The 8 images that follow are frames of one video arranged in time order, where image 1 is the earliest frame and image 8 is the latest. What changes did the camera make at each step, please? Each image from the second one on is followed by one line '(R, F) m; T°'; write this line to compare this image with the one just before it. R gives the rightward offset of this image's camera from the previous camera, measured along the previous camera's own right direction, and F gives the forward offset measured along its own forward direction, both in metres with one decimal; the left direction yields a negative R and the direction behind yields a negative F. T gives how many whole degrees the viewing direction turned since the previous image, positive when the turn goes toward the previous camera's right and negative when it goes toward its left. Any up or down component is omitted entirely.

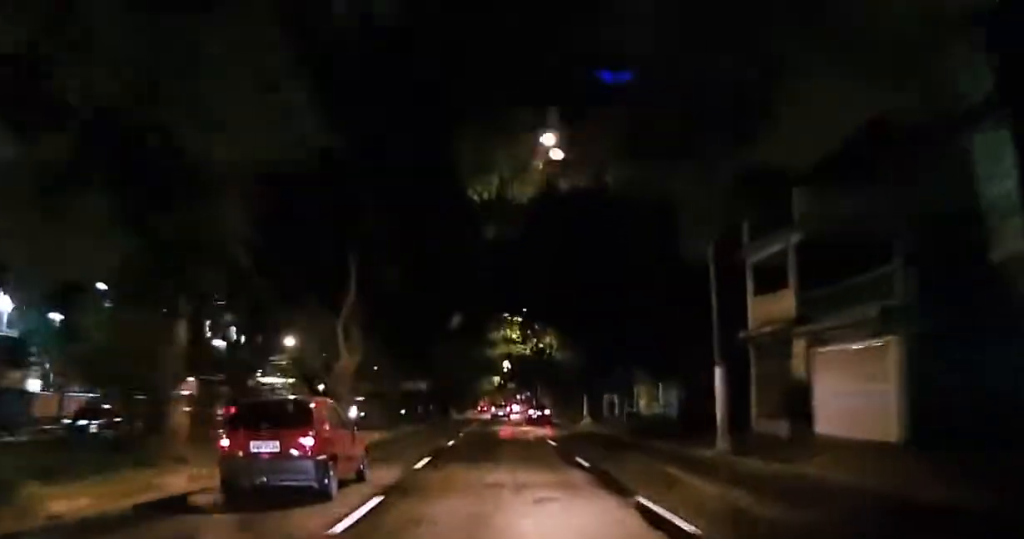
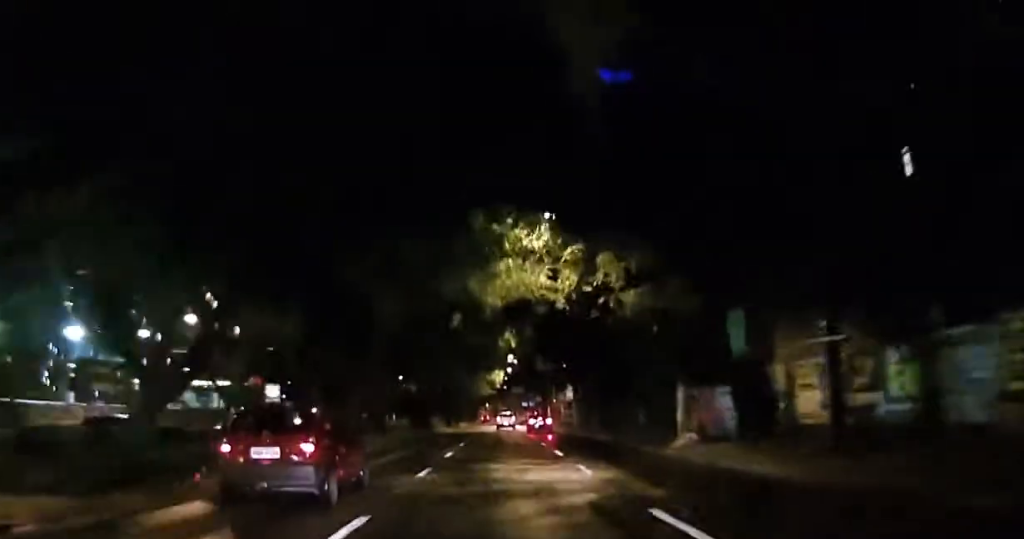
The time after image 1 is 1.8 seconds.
(+0.4, +24.2) m; +2°
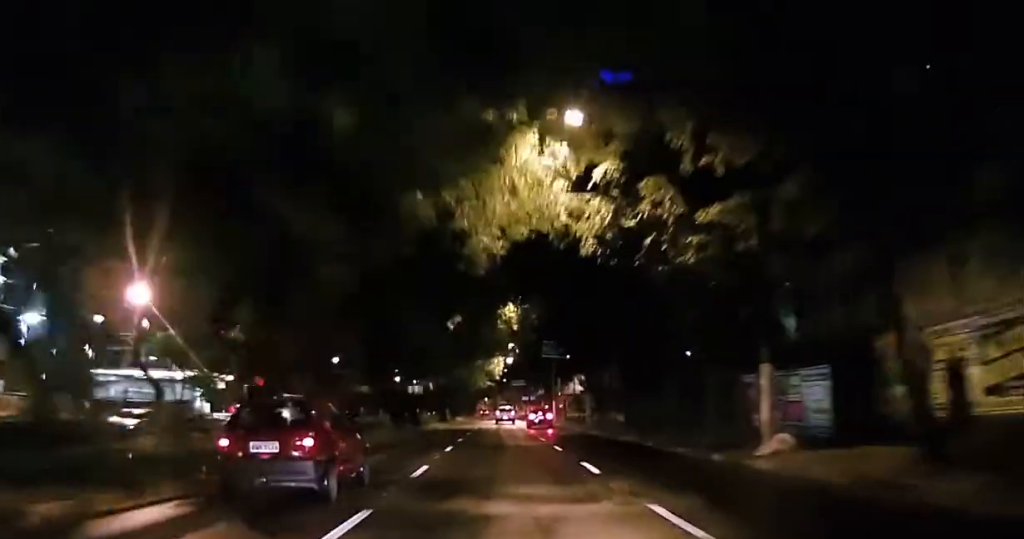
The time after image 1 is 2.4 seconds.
(+0.3, +7.7) m; -1°
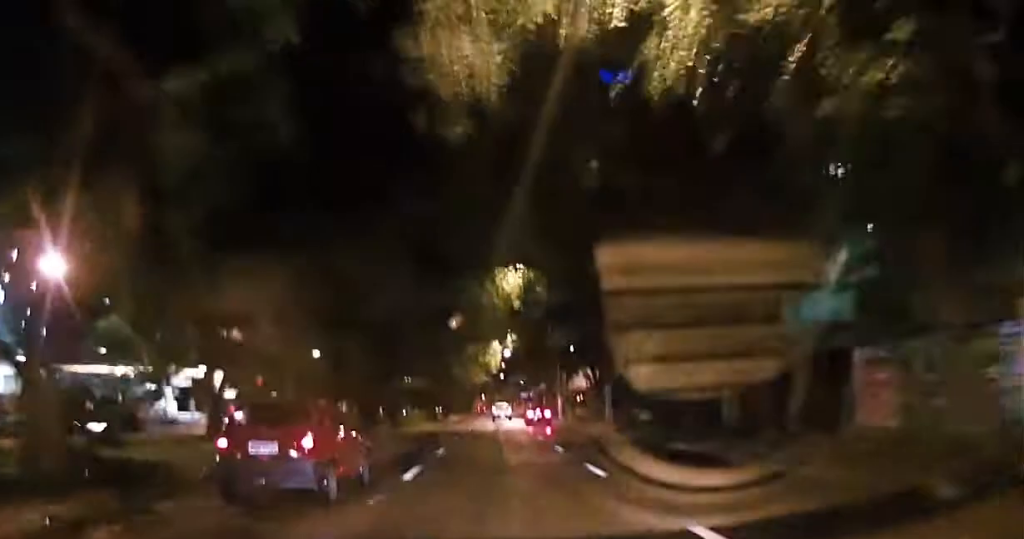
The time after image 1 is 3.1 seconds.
(-0.3, +9.2) m; -1°
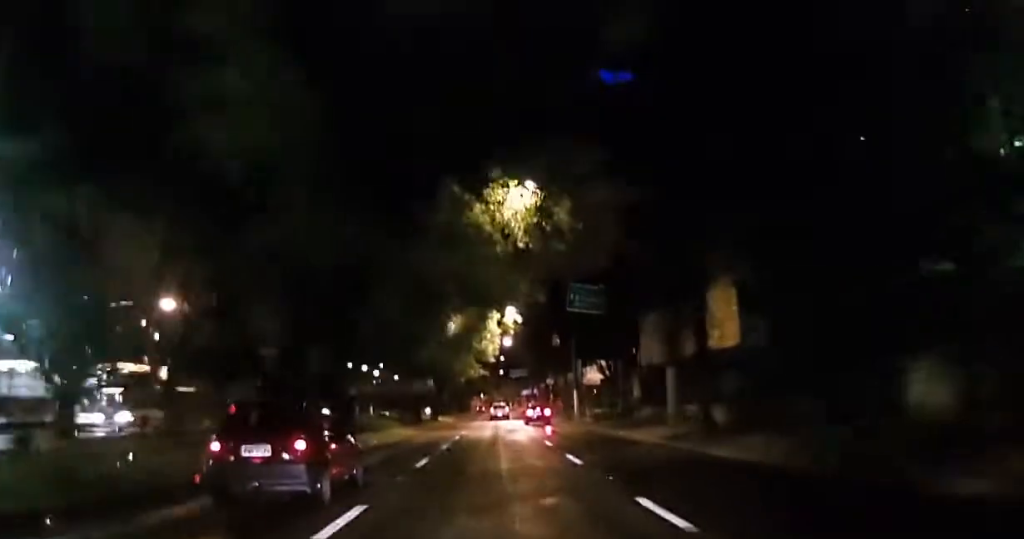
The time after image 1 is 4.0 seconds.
(-0.2, +13.8) m; 0°
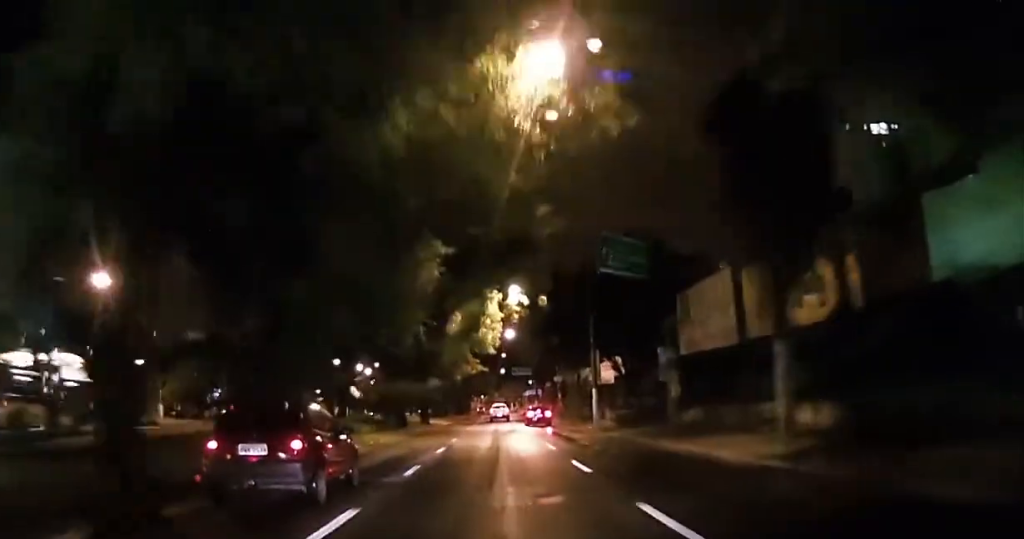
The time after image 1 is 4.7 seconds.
(+0.1, +9.8) m; +1°
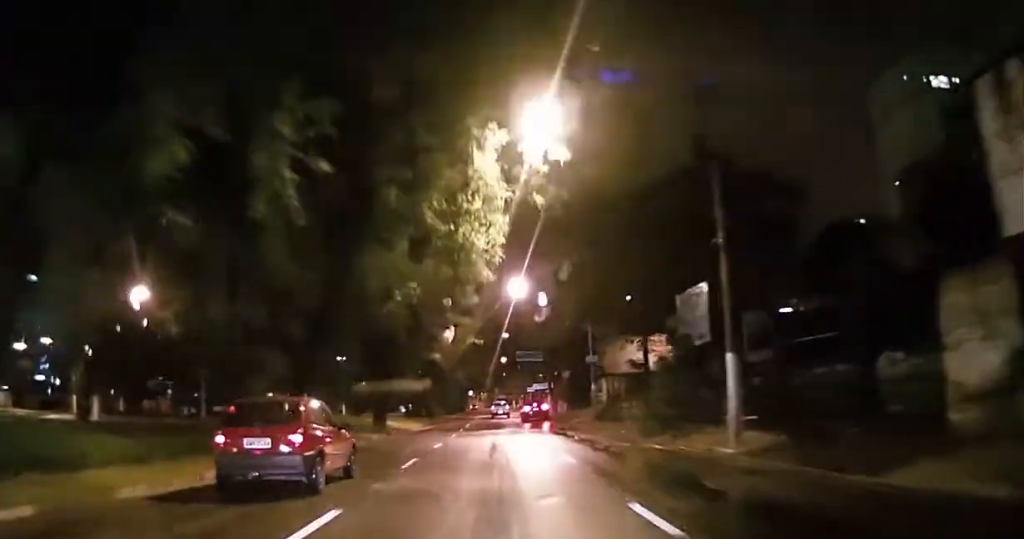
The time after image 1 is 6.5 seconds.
(0.0, +26.4) m; -3°
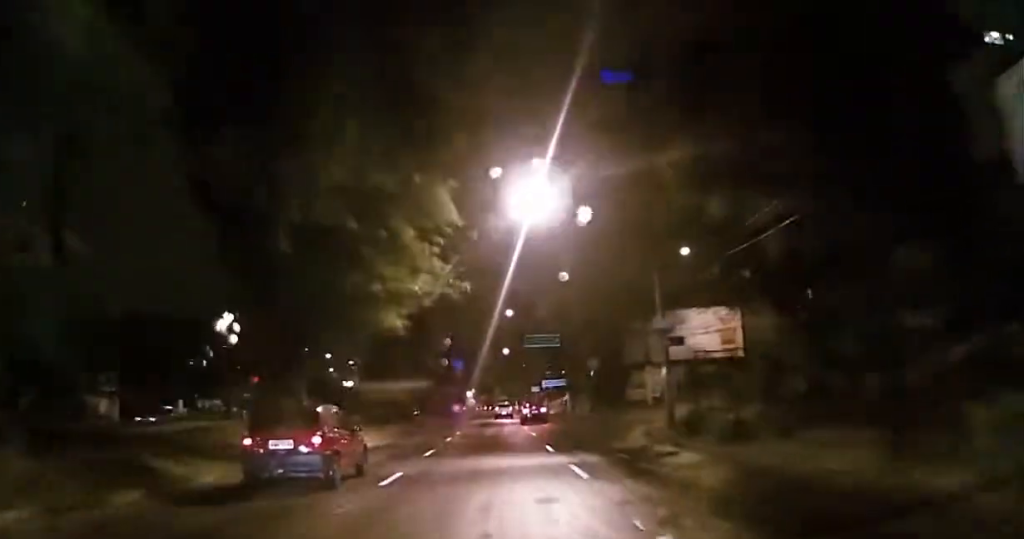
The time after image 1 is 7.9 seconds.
(-0.6, +19.9) m; +1°
